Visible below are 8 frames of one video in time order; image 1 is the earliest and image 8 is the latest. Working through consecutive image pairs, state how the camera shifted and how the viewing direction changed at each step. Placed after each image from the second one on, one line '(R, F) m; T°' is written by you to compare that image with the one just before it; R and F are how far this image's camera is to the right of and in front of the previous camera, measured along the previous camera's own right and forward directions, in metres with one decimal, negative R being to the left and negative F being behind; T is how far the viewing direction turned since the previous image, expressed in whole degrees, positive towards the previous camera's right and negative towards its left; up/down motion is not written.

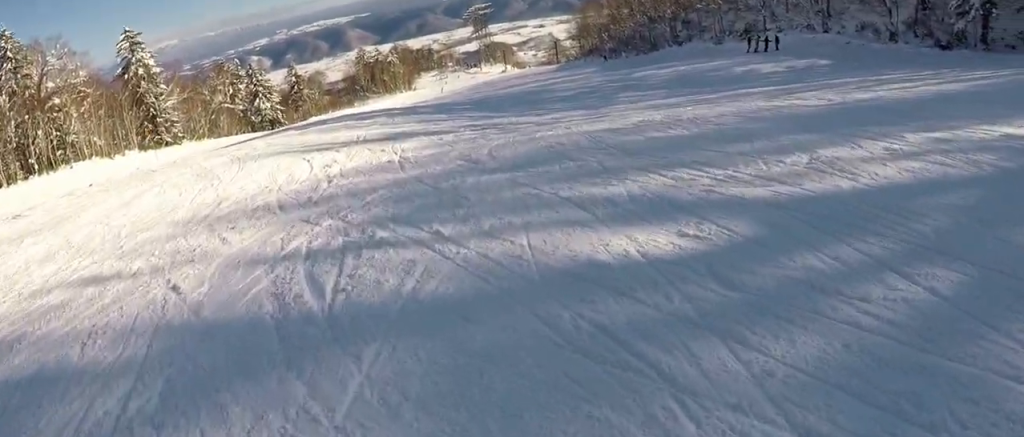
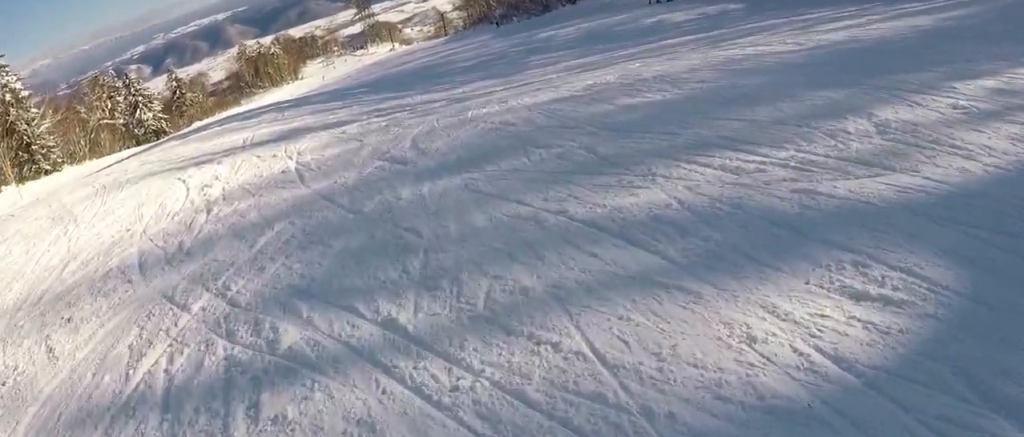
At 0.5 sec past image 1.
(+0.1, +2.9) m; +1°
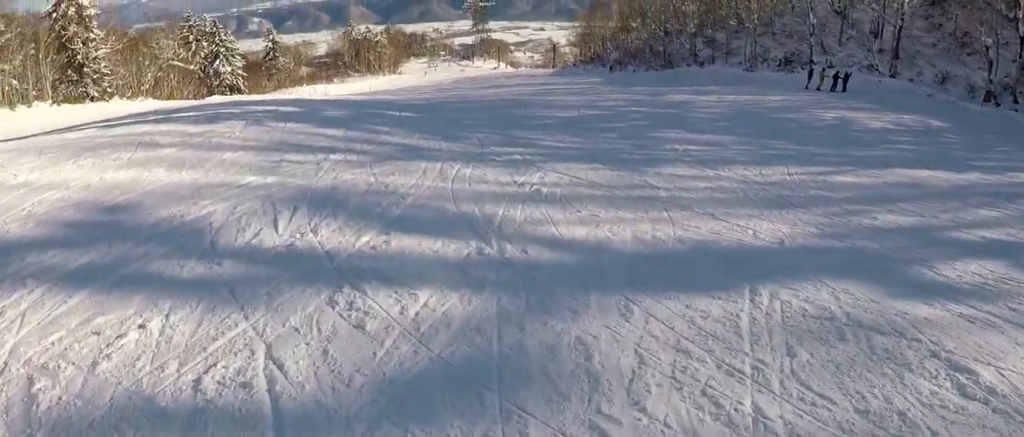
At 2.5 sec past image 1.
(+0.4, +12.9) m; -1°
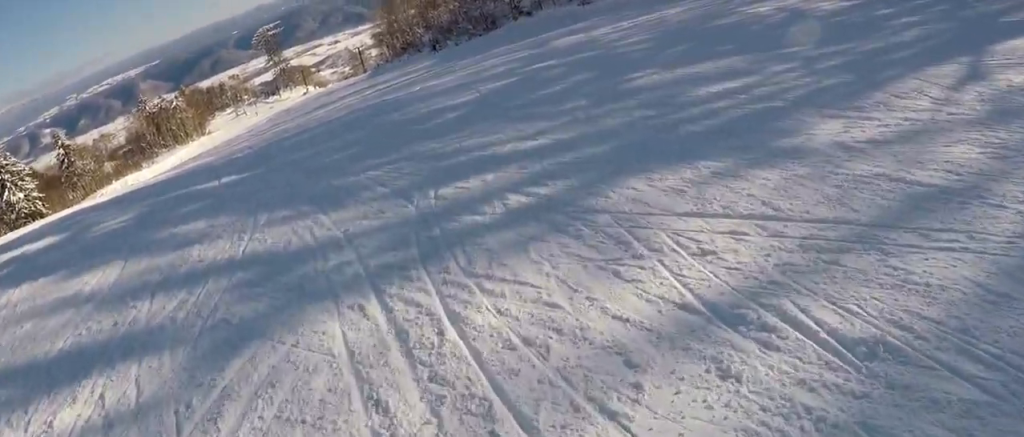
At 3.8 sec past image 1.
(-0.1, +8.2) m; 0°
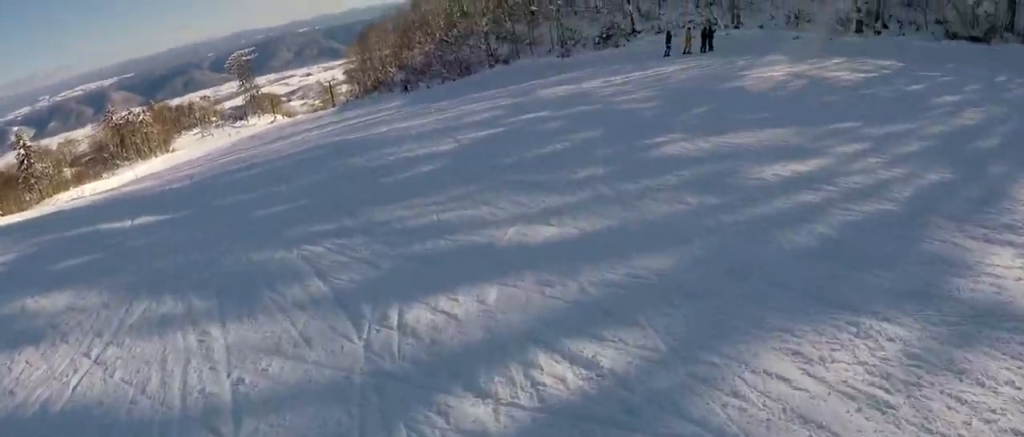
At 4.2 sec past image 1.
(+0.2, +2.7) m; 0°
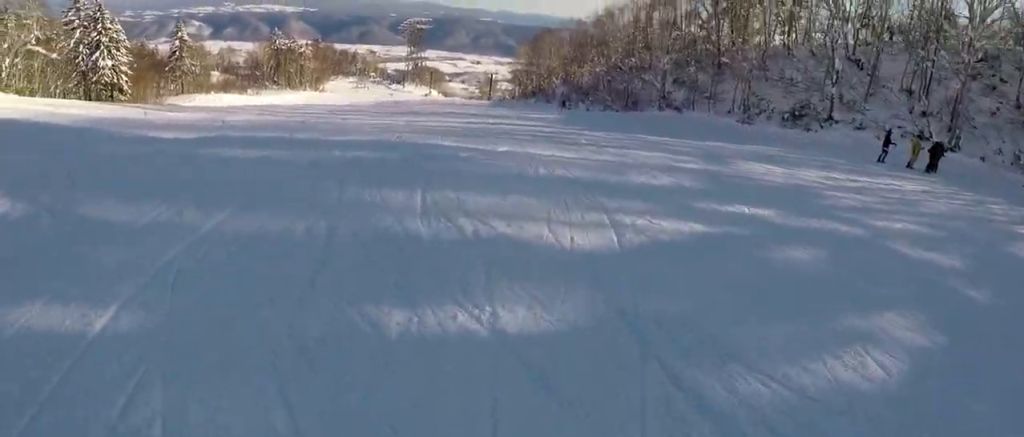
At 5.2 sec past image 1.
(-0.5, +6.8) m; -4°
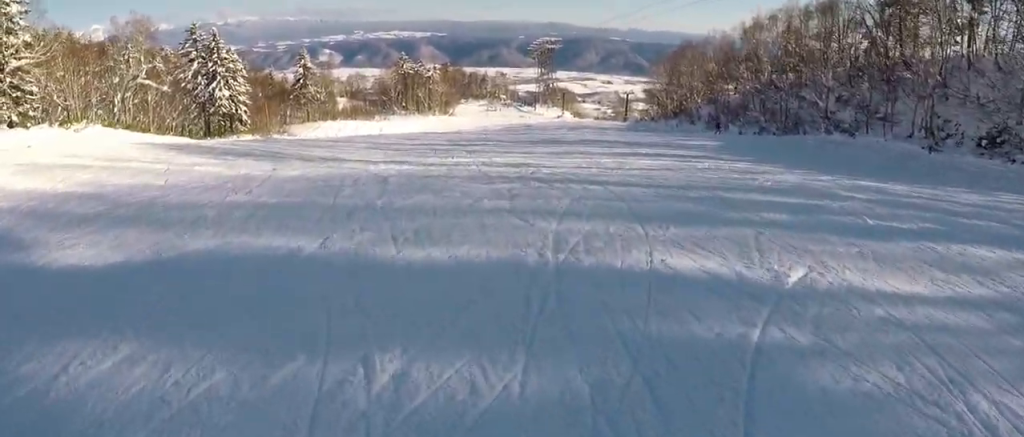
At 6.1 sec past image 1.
(0.0, +6.9) m; 0°
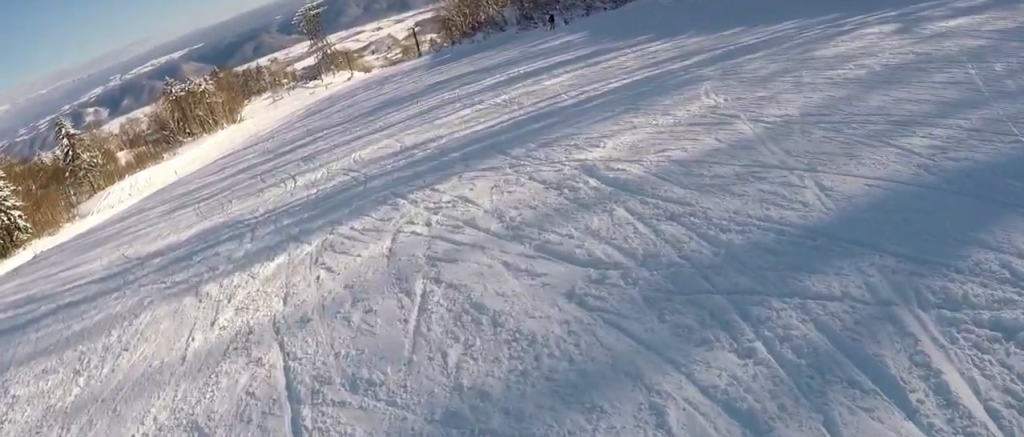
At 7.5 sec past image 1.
(+1.2, +9.5) m; +16°
